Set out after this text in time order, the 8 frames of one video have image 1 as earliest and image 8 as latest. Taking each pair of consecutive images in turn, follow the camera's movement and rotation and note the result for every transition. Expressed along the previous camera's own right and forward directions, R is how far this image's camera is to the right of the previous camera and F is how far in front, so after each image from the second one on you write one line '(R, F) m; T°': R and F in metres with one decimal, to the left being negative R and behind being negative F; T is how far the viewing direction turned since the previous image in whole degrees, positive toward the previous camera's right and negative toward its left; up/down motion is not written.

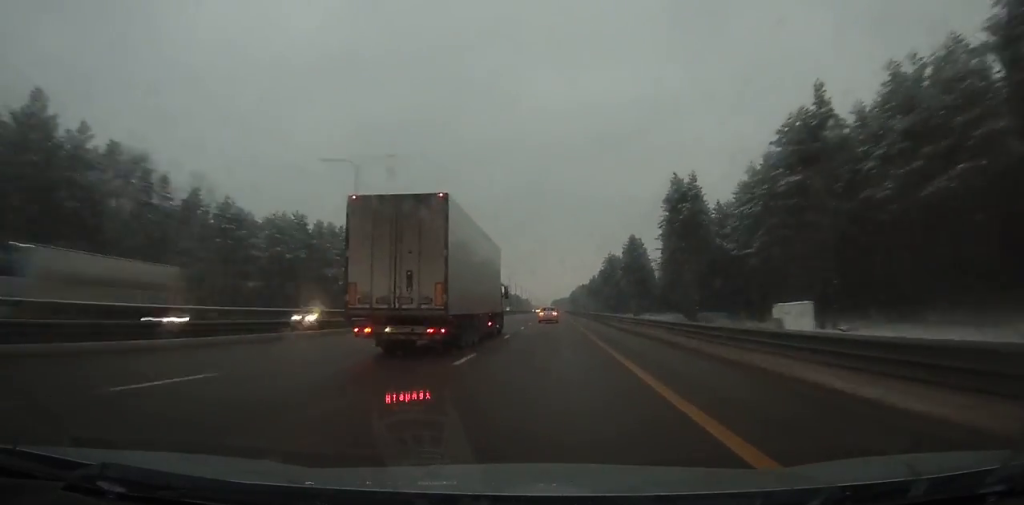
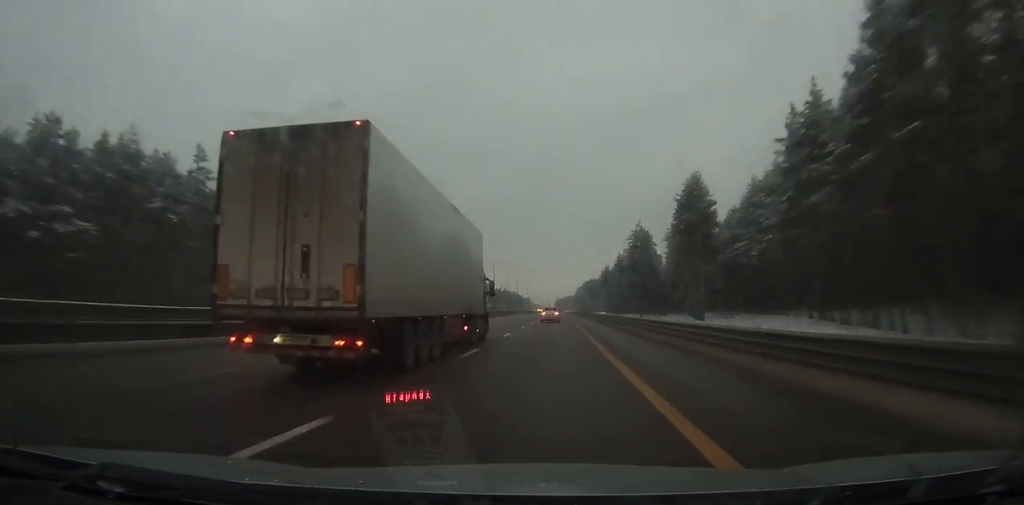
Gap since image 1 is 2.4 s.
(-0.1, +70.4) m; 0°
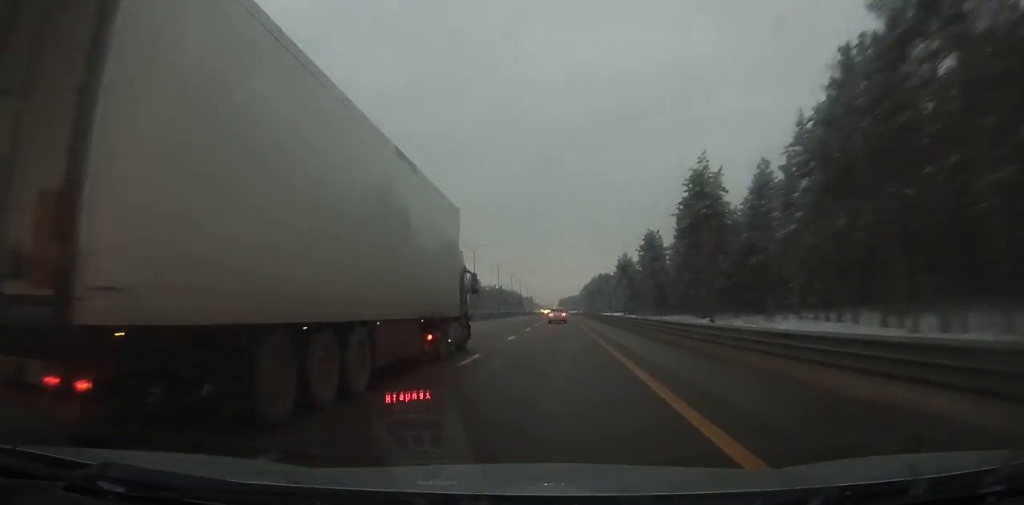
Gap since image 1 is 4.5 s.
(-0.2, +61.9) m; 0°
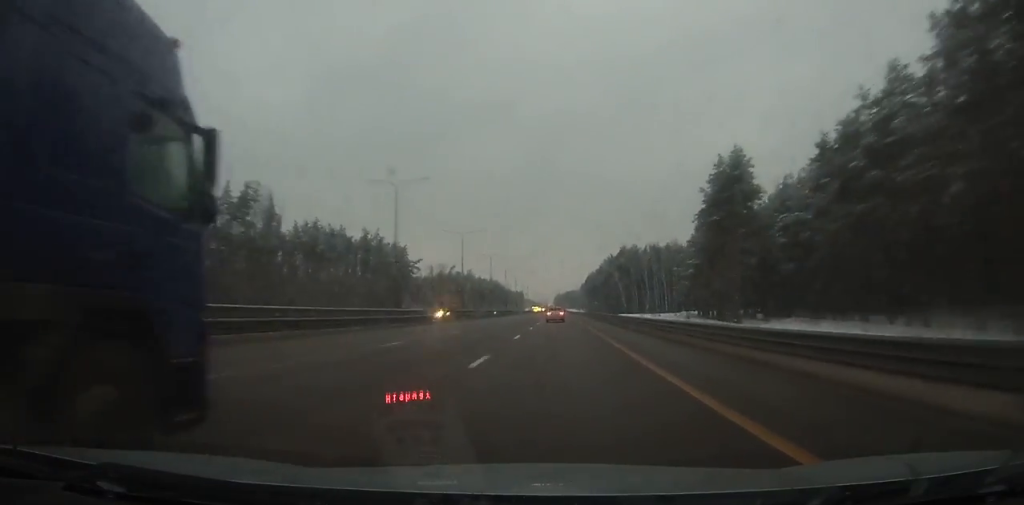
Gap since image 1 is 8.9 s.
(0.0, +132.4) m; 0°
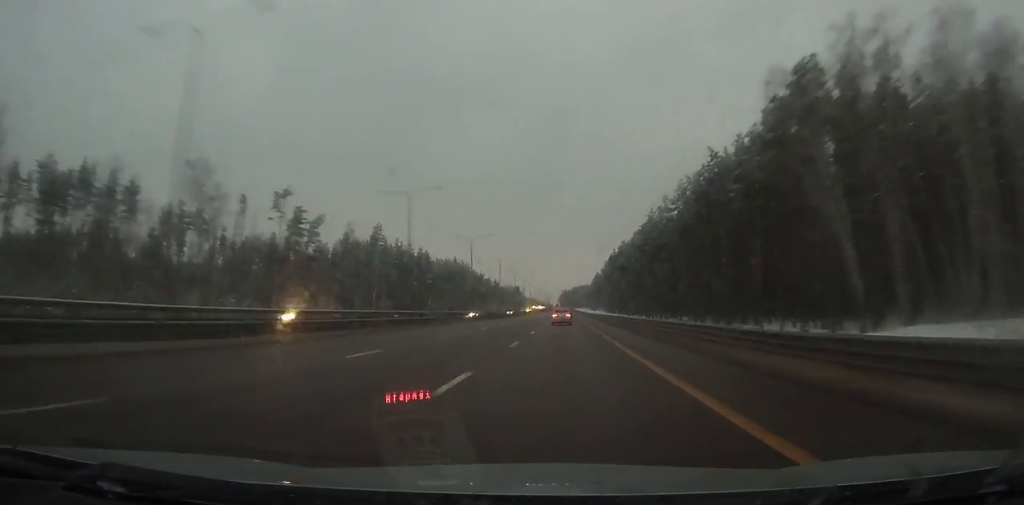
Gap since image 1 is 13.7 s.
(0.0, +147.9) m; 0°
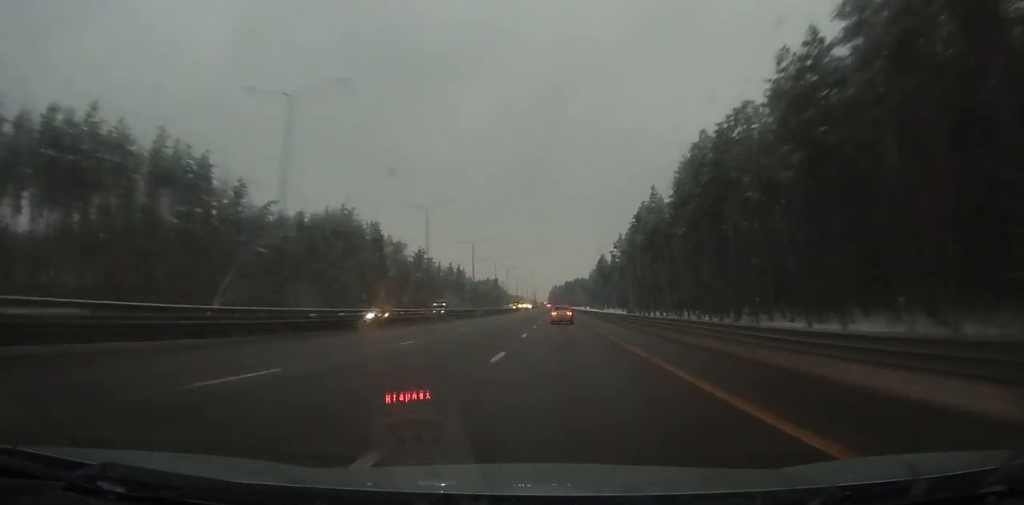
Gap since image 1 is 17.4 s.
(+0.4, +116.0) m; 0°
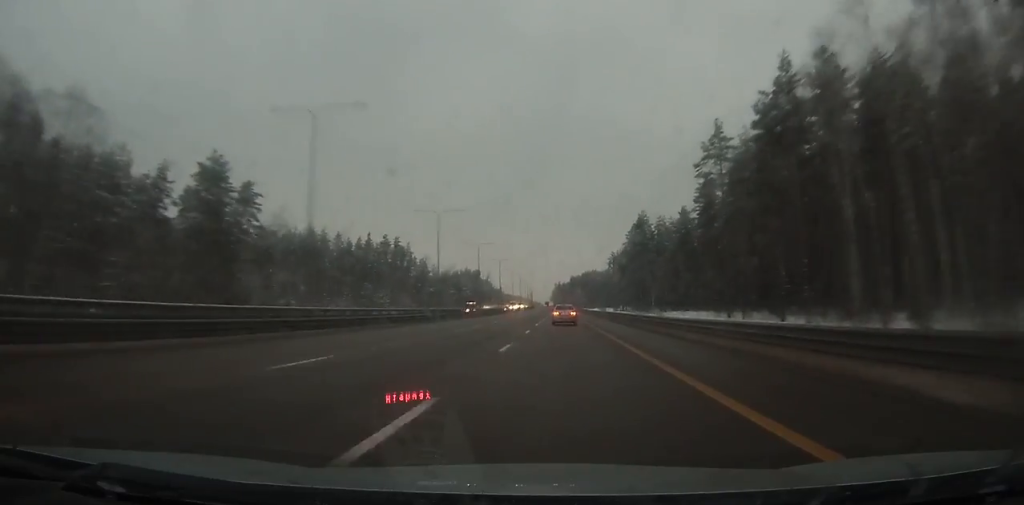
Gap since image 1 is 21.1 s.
(+0.1, +115.6) m; 0°
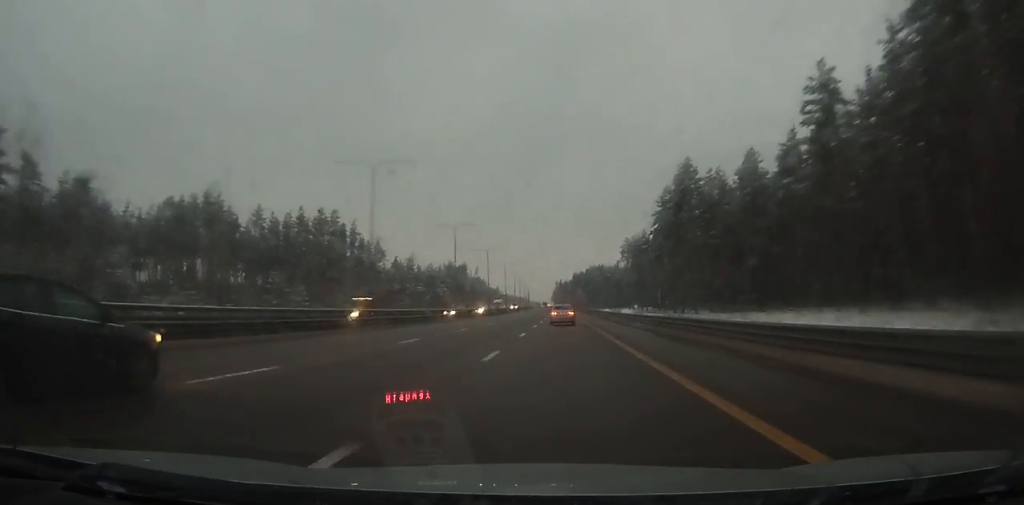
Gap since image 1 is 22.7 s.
(0.0, +49.6) m; 0°
